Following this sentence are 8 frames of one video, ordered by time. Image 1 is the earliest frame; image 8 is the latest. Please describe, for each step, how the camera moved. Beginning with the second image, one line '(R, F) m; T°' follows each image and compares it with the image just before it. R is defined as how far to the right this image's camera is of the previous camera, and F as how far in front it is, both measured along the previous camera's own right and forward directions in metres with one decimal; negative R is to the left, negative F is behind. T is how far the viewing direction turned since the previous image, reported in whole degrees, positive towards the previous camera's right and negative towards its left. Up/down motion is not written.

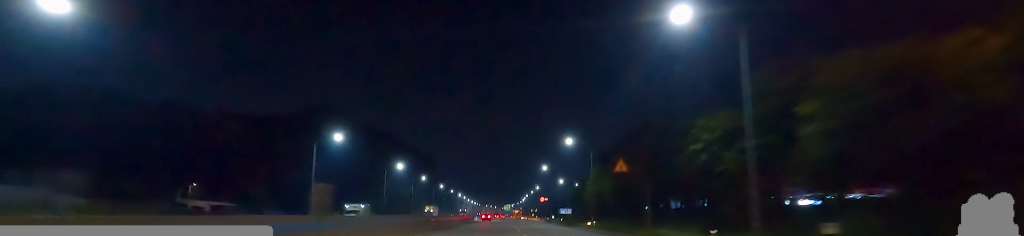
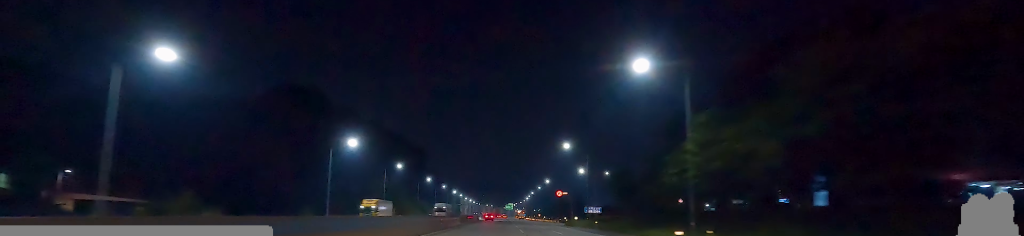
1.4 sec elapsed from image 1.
(+0.1, +39.7) m; 0°
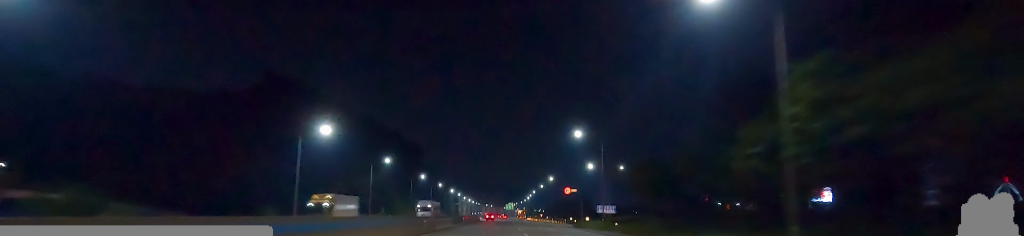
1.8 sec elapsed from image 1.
(0.0, +12.6) m; 0°
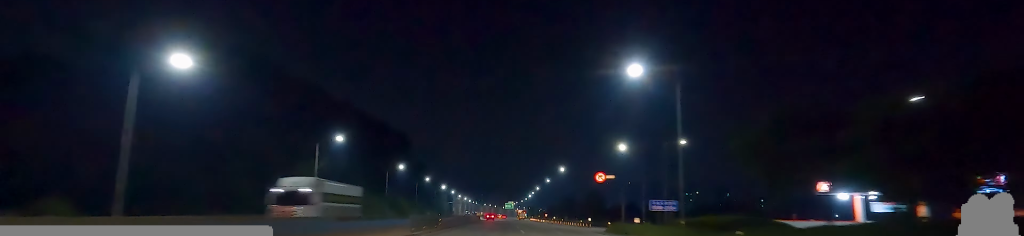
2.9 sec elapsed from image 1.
(-0.2, +31.3) m; 0°
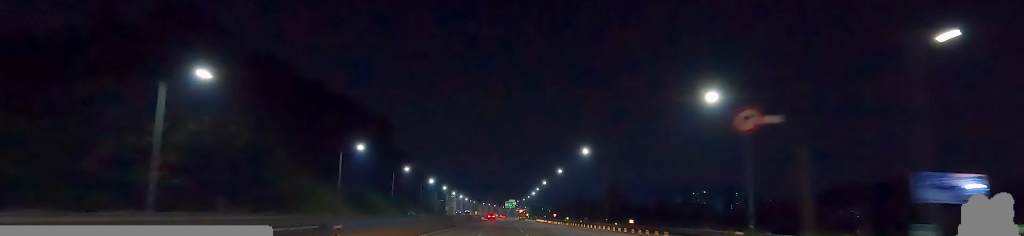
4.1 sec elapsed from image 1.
(+0.2, +35.2) m; 0°
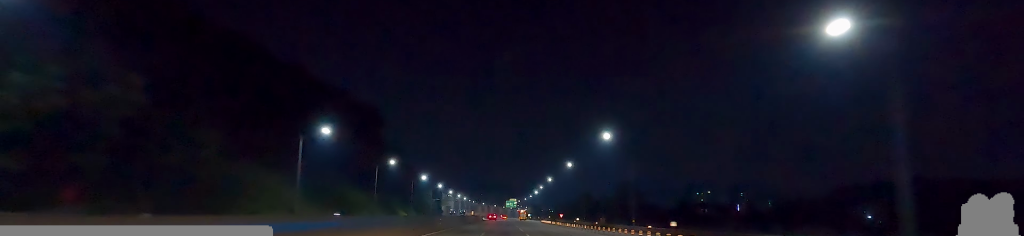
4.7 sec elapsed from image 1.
(+0.1, +17.5) m; 0°
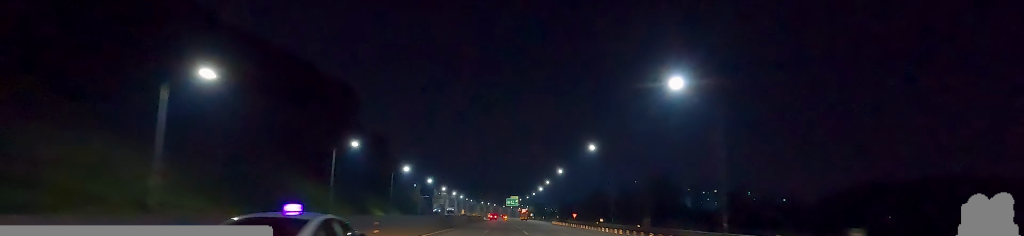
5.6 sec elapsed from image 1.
(-0.2, +28.5) m; -1°
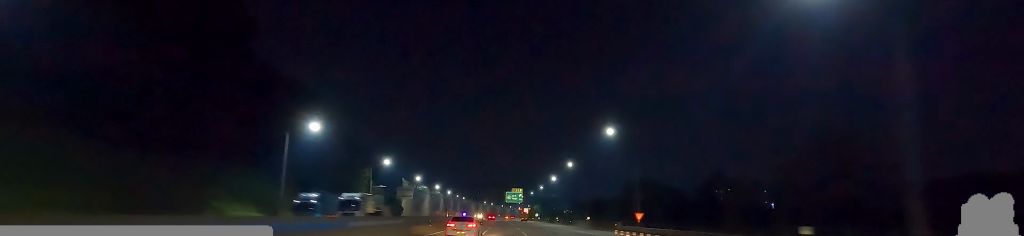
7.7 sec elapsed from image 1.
(-2.4, +61.0) m; -2°
